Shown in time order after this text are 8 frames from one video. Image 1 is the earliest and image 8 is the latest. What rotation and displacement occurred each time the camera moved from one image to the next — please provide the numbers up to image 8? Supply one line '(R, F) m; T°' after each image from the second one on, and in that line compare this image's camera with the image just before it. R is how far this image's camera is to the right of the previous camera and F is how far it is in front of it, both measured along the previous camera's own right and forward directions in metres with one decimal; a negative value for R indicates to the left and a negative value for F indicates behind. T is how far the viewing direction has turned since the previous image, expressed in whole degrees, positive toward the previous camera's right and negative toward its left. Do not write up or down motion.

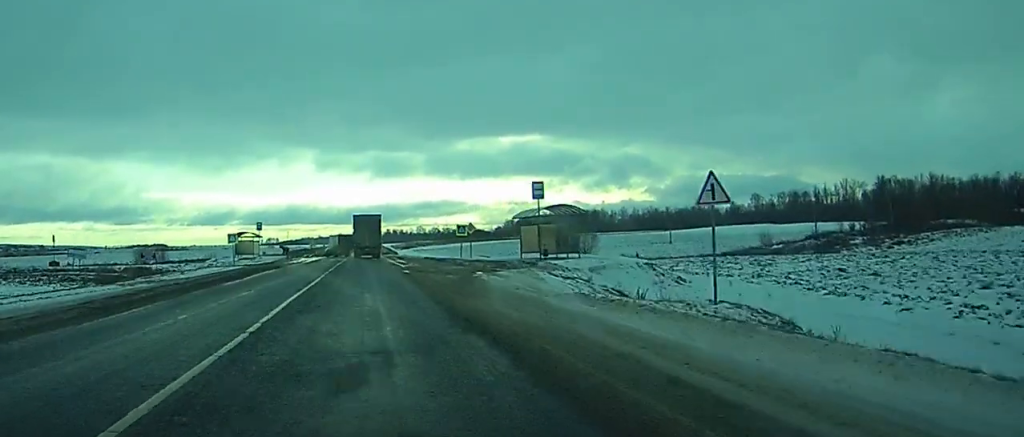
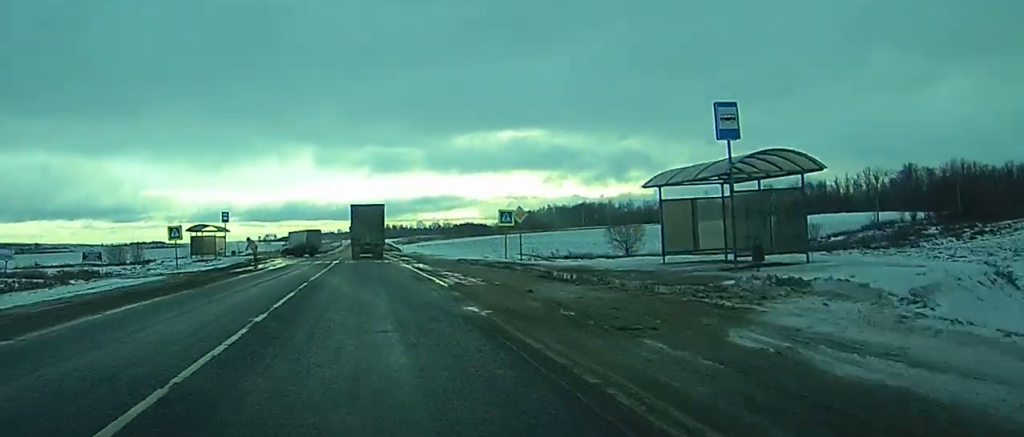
(0.0, +25.5) m; 0°
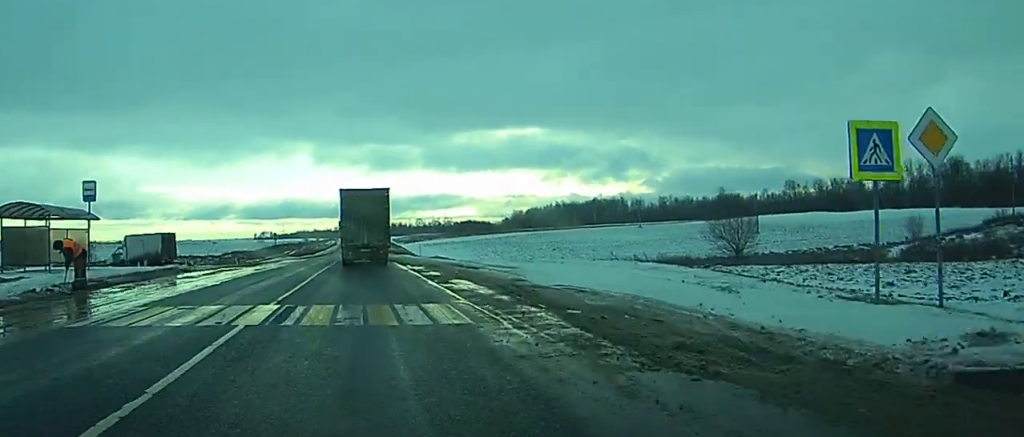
(0.0, +40.9) m; 0°
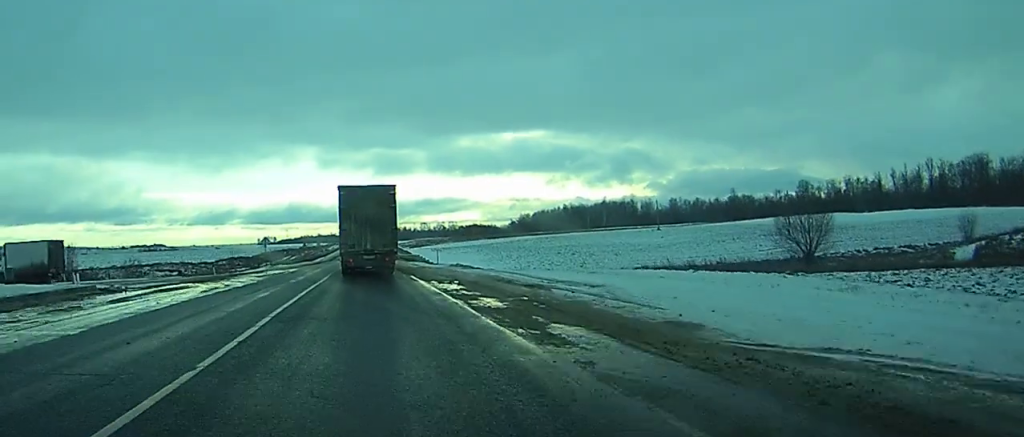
(0.0, +15.3) m; 0°
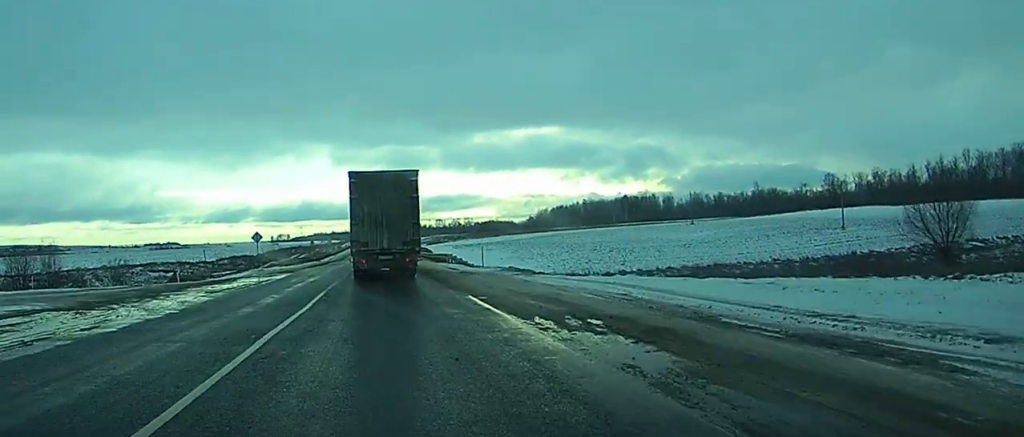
(0.0, +19.1) m; 0°
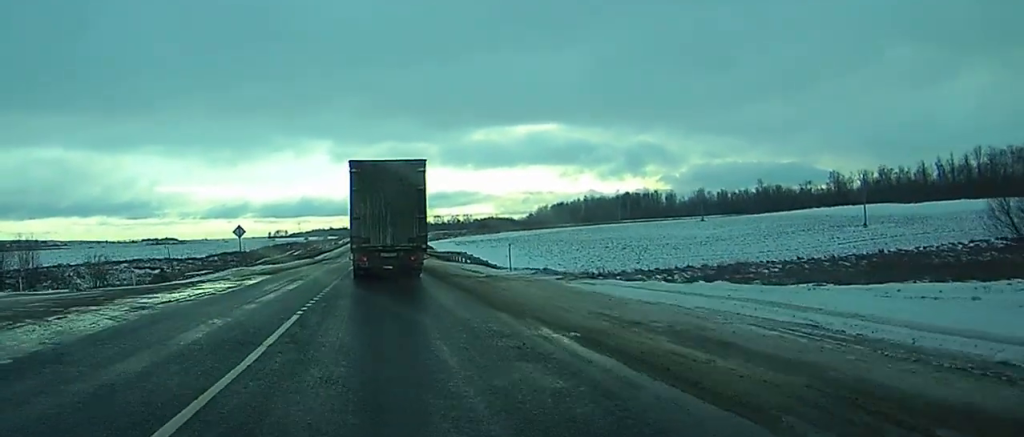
(0.0, +9.5) m; 0°
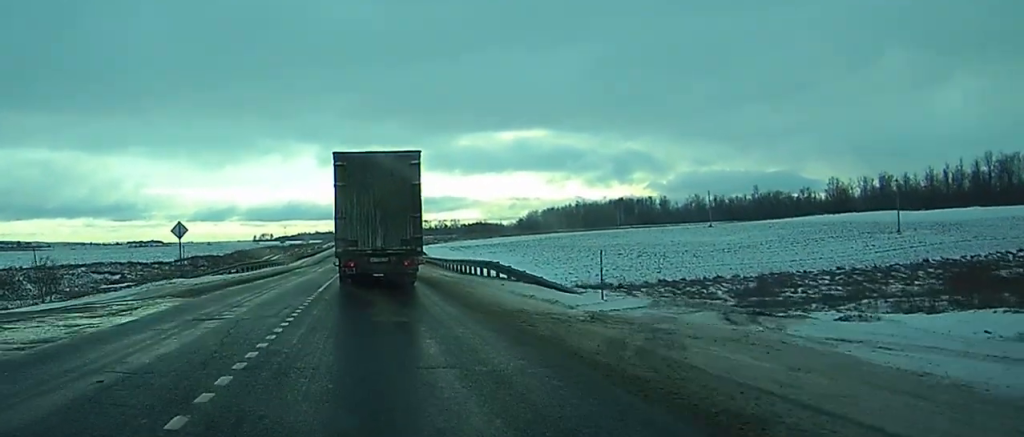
(-0.1, +16.7) m; -1°
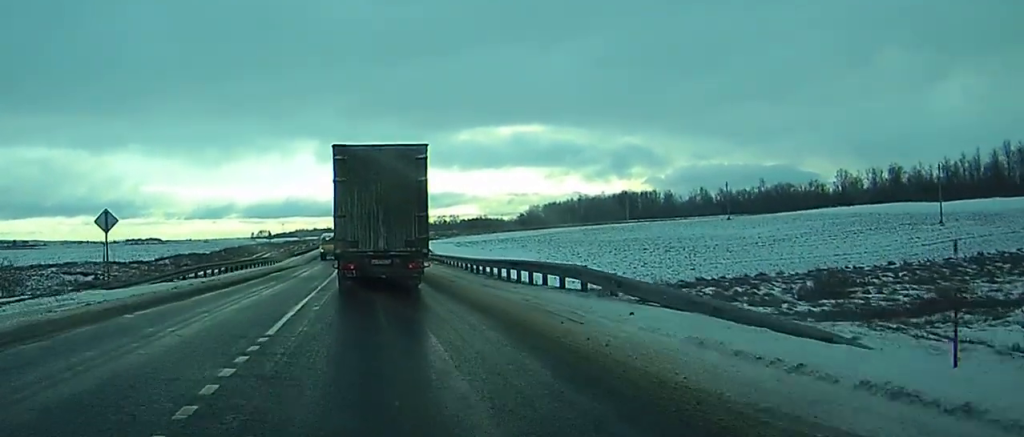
(-0.1, +13.0) m; 0°
